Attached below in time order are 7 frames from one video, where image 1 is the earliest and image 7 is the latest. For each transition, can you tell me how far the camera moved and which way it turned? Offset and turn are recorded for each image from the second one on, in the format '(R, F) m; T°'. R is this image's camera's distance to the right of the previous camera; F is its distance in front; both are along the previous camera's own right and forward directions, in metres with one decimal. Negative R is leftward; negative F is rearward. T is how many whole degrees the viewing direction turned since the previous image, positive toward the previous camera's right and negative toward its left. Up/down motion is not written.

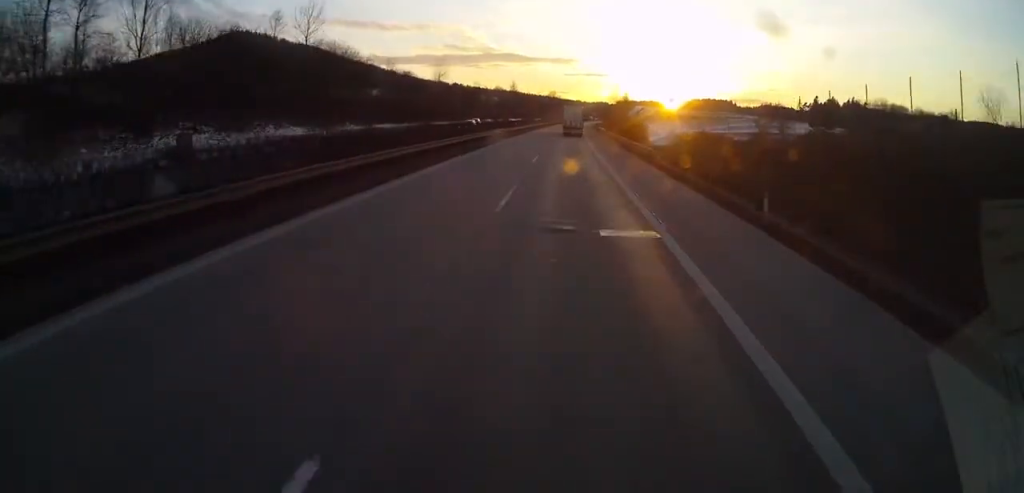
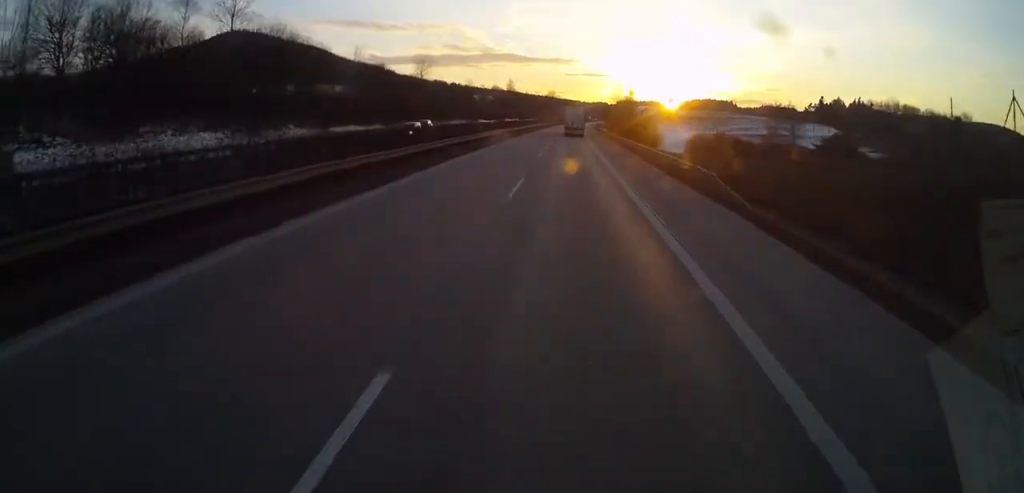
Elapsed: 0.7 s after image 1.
(0.0, +16.3) m; 0°
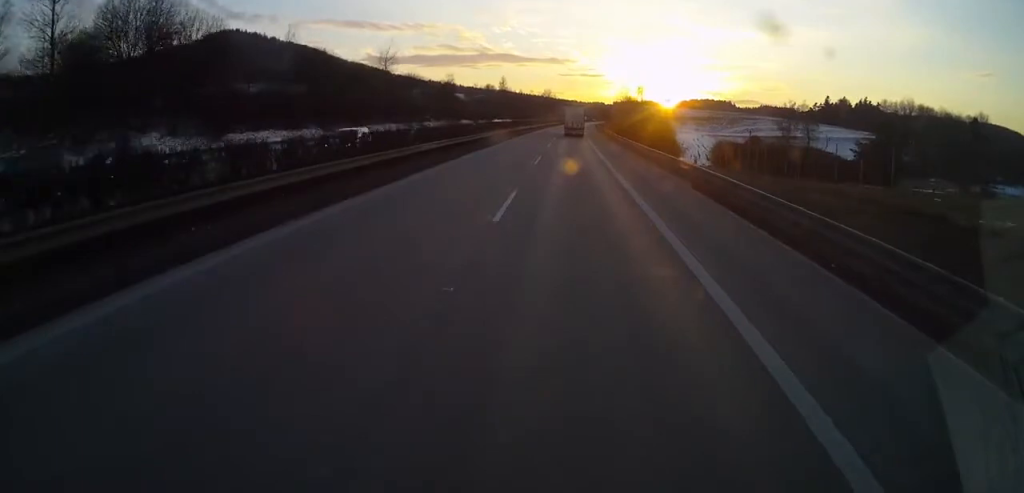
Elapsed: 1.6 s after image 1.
(-0.1, +21.8) m; 0°
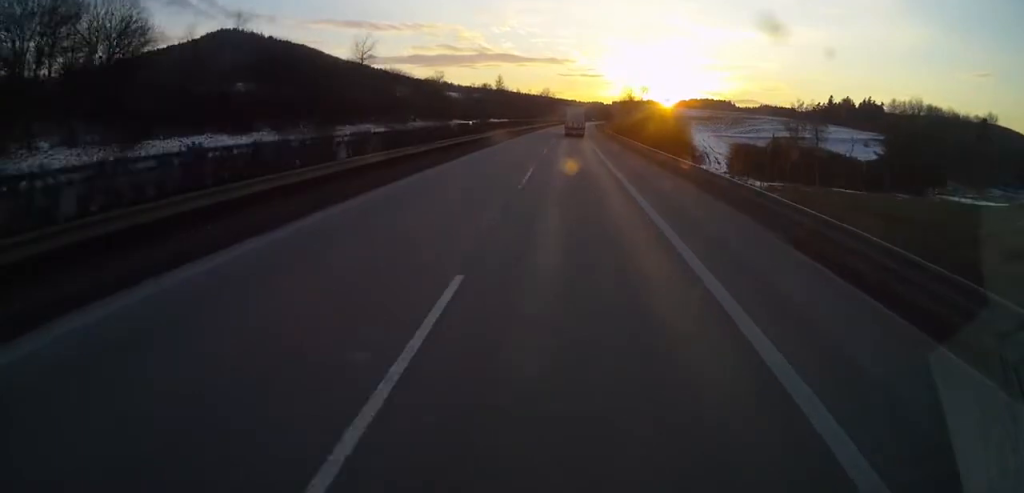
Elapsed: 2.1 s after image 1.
(0.0, +10.9) m; 0°
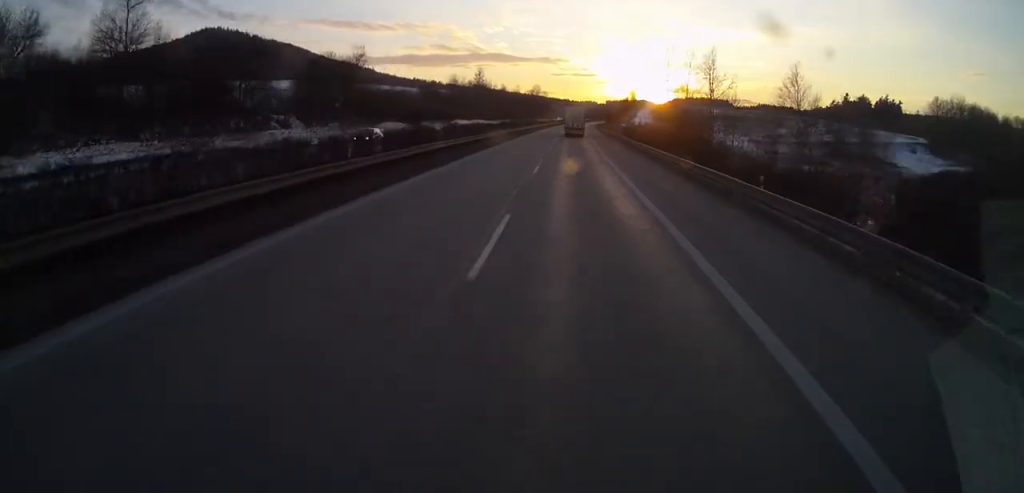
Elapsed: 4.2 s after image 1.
(+0.5, +48.2) m; +1°
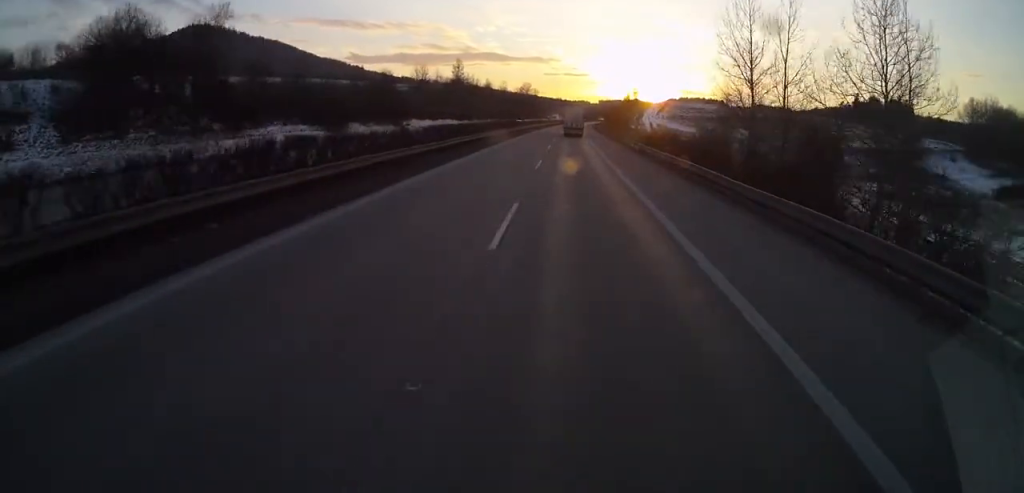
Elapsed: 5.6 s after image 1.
(0.0, +34.3) m; 0°
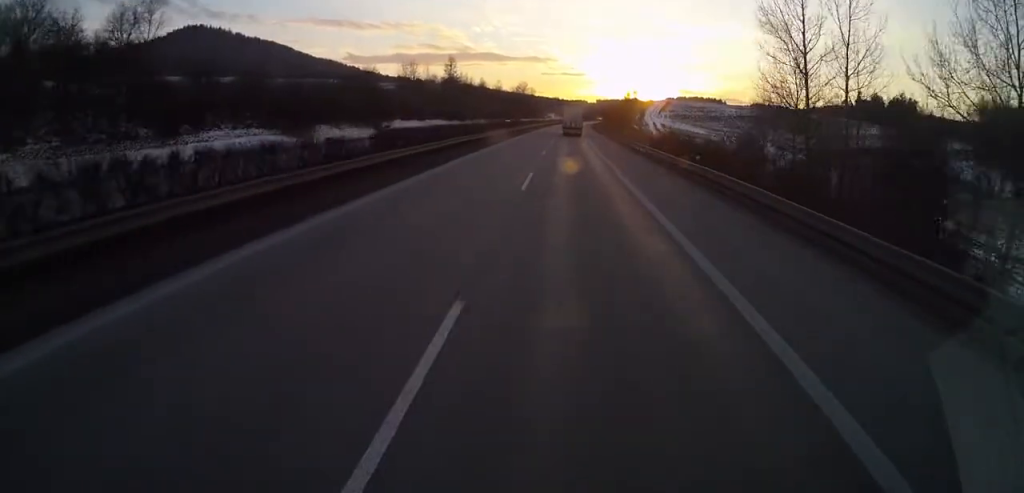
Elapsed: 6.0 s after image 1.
(0.0, +9.4) m; 0°
